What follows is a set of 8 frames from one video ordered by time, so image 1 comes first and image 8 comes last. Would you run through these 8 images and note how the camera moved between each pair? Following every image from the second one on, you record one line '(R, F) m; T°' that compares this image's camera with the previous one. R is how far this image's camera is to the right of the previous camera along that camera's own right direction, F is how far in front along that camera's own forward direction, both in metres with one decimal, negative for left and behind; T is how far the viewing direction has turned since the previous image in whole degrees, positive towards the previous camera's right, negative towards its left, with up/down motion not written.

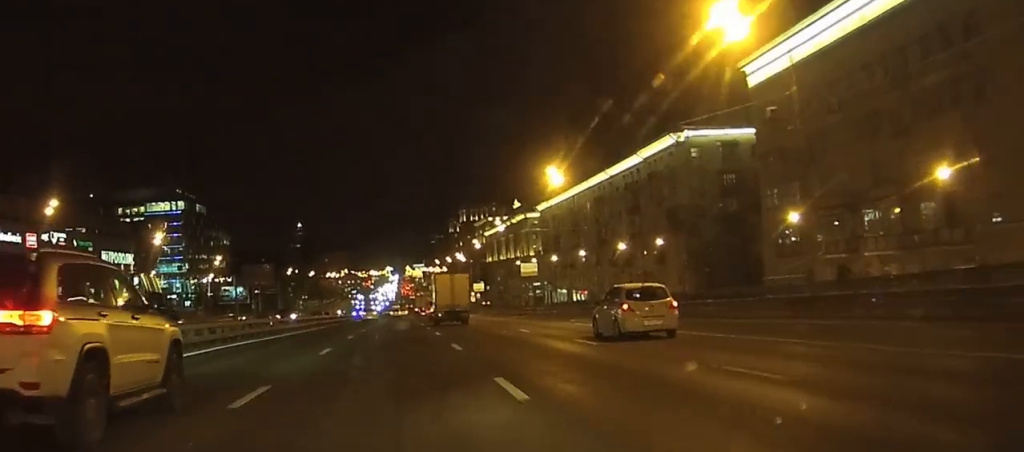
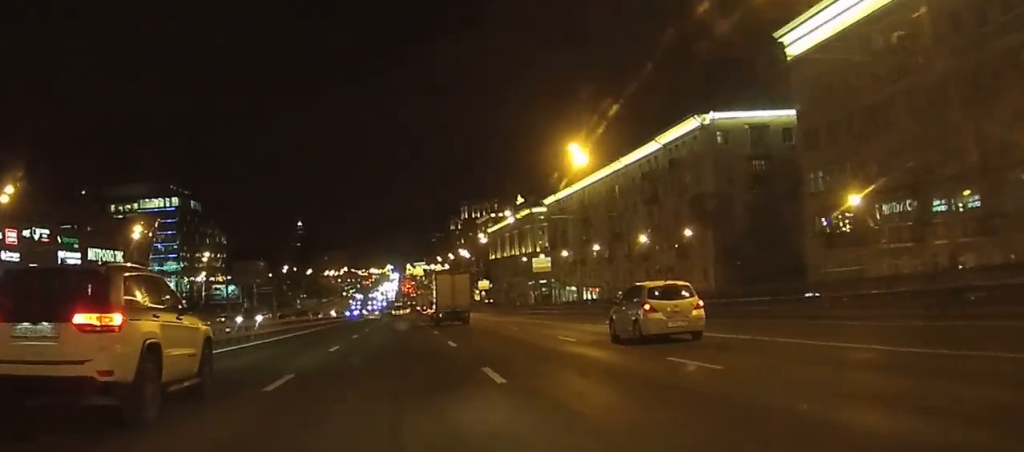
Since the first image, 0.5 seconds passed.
(0.0, +9.3) m; 0°
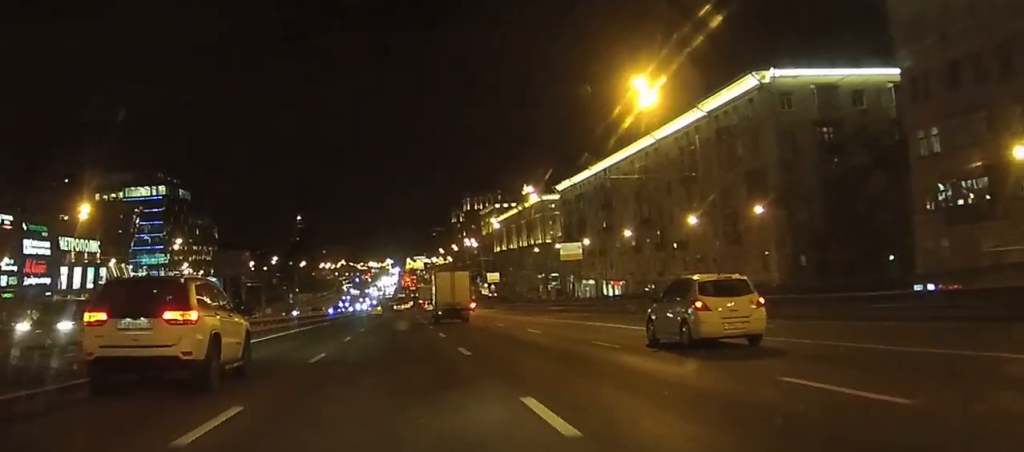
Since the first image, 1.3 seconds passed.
(0.0, +17.1) m; 0°
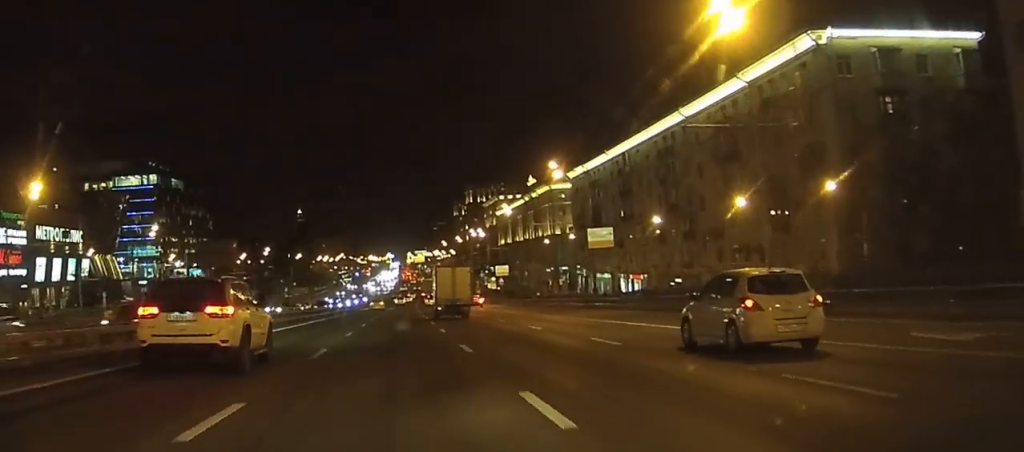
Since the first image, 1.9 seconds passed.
(0.0, +11.9) m; 0°
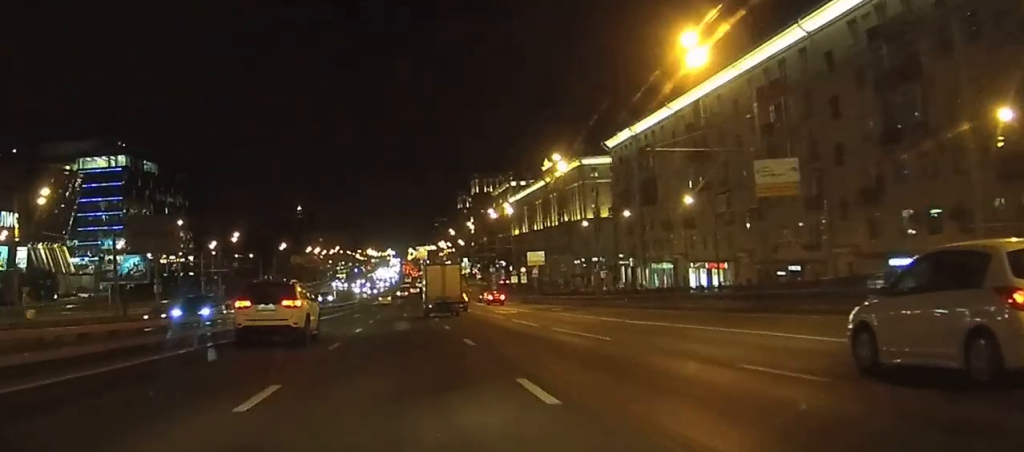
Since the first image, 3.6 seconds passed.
(0.0, +33.7) m; 0°
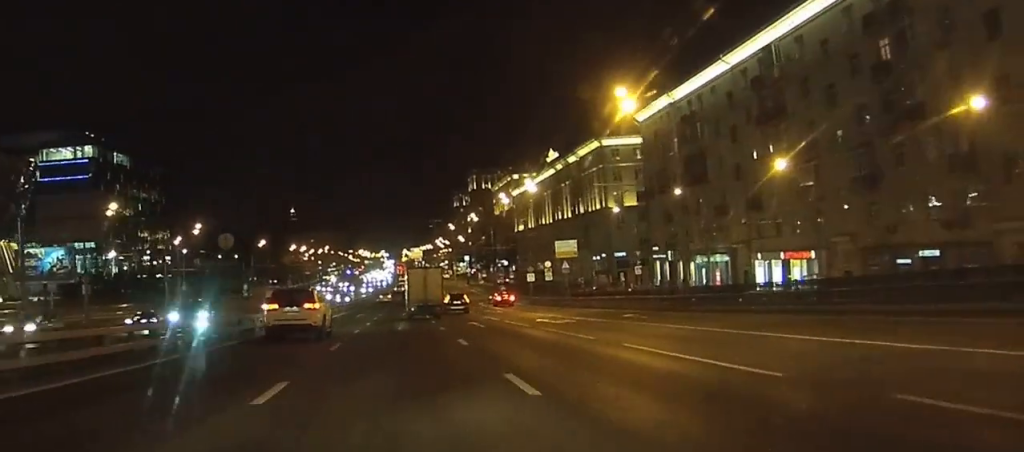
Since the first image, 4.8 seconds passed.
(+0.1, +22.5) m; 0°
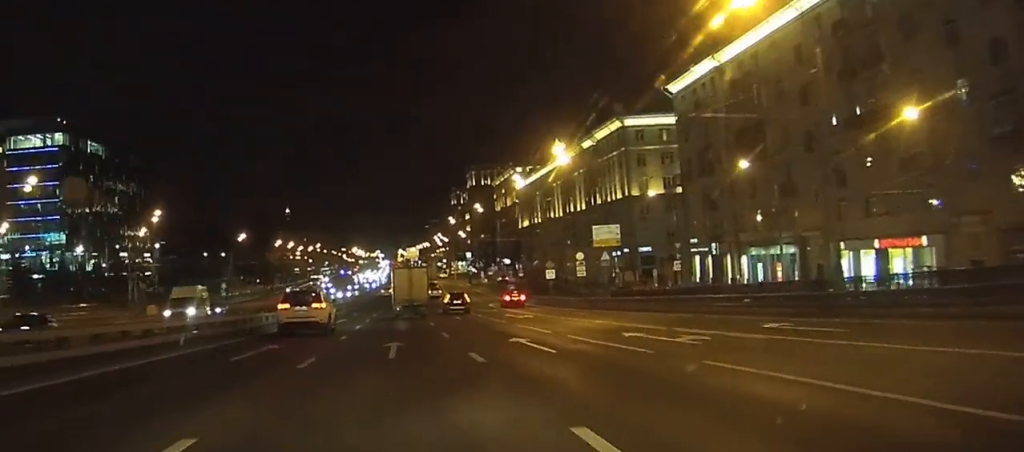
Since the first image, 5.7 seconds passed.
(0.0, +17.9) m; 0°
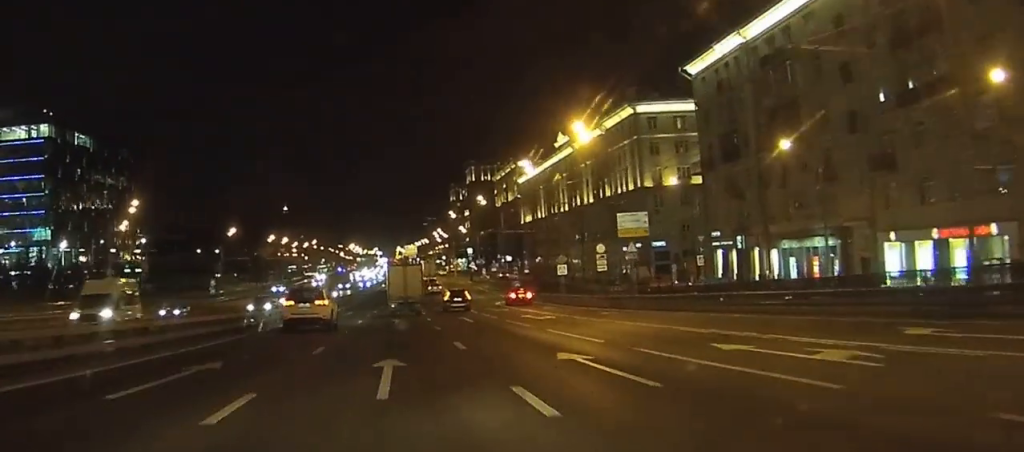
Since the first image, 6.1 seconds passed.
(+0.1, +7.9) m; 0°
